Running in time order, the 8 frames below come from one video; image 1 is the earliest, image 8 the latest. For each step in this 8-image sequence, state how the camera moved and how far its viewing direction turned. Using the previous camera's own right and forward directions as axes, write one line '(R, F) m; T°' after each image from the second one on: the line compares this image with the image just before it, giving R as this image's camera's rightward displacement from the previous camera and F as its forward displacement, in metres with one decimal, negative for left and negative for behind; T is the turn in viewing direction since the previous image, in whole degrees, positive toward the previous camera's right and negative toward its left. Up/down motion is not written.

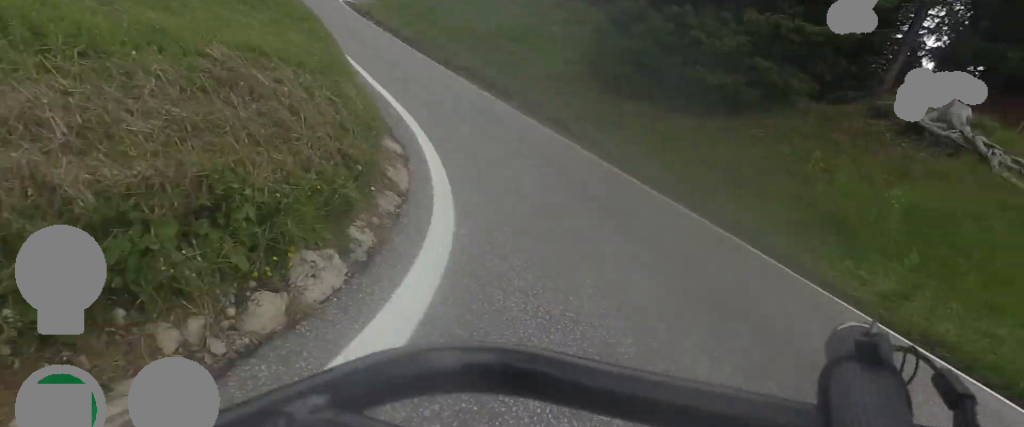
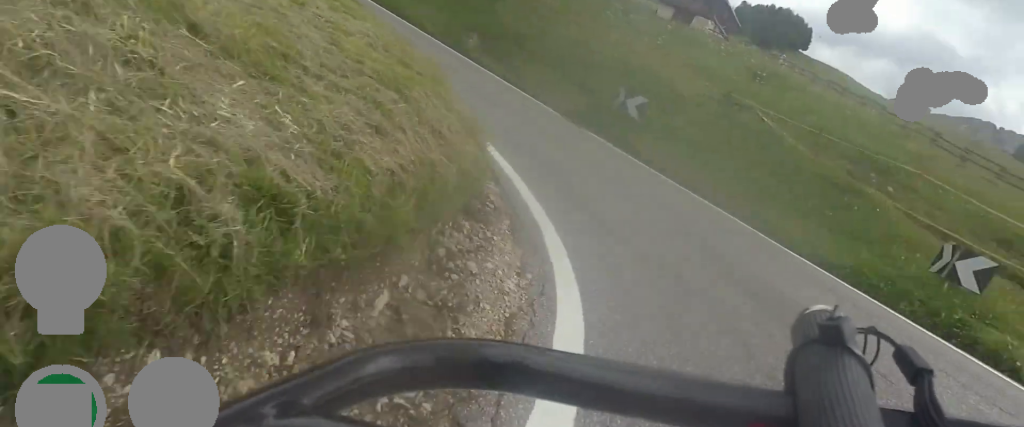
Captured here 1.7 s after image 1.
(+4.9, +7.7) m; +61°
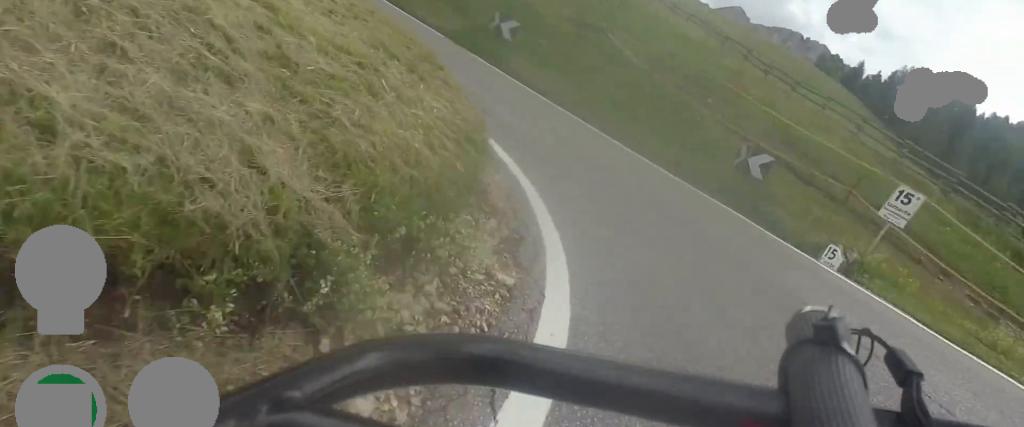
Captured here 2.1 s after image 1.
(+0.3, +2.4) m; +14°
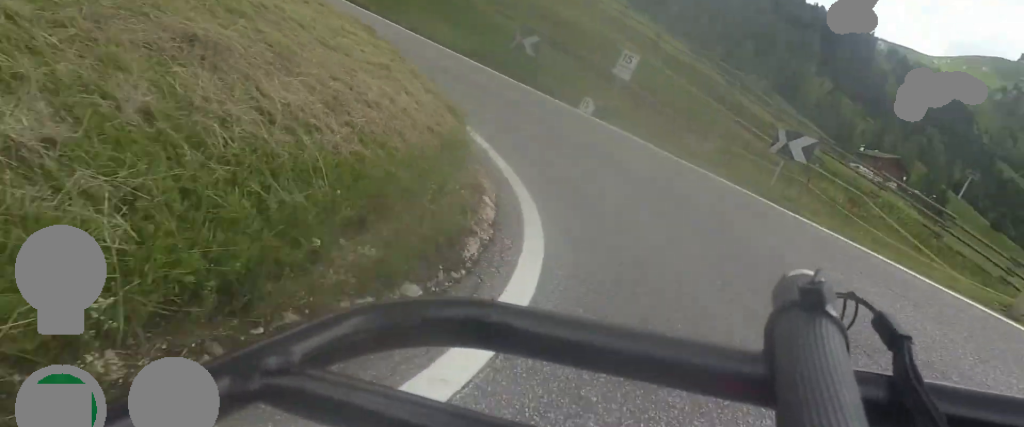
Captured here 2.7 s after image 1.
(-0.2, +4.0) m; +24°
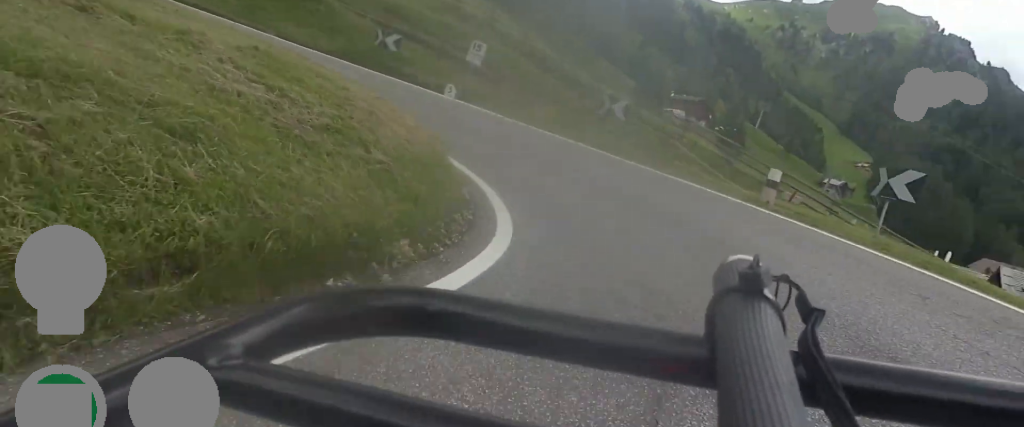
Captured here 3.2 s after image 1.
(+1.0, +2.8) m; +17°
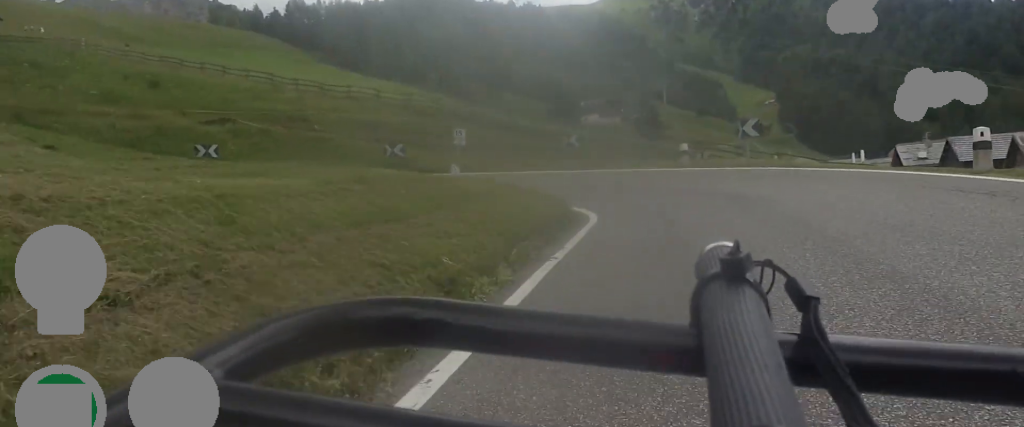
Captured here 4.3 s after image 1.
(+2.9, +7.6) m; +21°
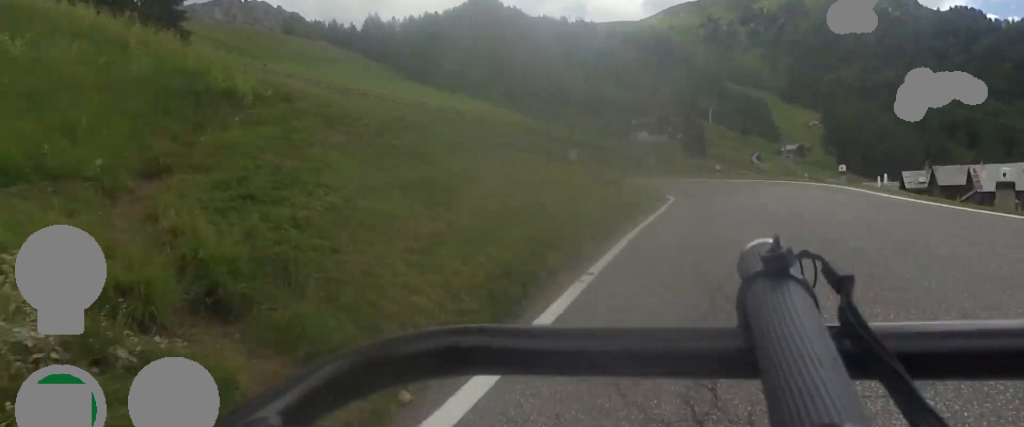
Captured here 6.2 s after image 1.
(-0.1, +17.1) m; +2°
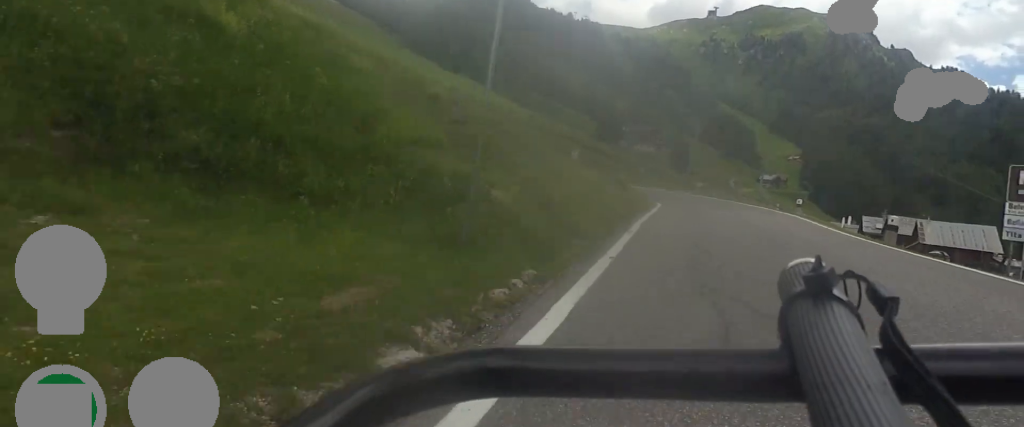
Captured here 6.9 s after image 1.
(+0.2, +6.5) m; +4°
